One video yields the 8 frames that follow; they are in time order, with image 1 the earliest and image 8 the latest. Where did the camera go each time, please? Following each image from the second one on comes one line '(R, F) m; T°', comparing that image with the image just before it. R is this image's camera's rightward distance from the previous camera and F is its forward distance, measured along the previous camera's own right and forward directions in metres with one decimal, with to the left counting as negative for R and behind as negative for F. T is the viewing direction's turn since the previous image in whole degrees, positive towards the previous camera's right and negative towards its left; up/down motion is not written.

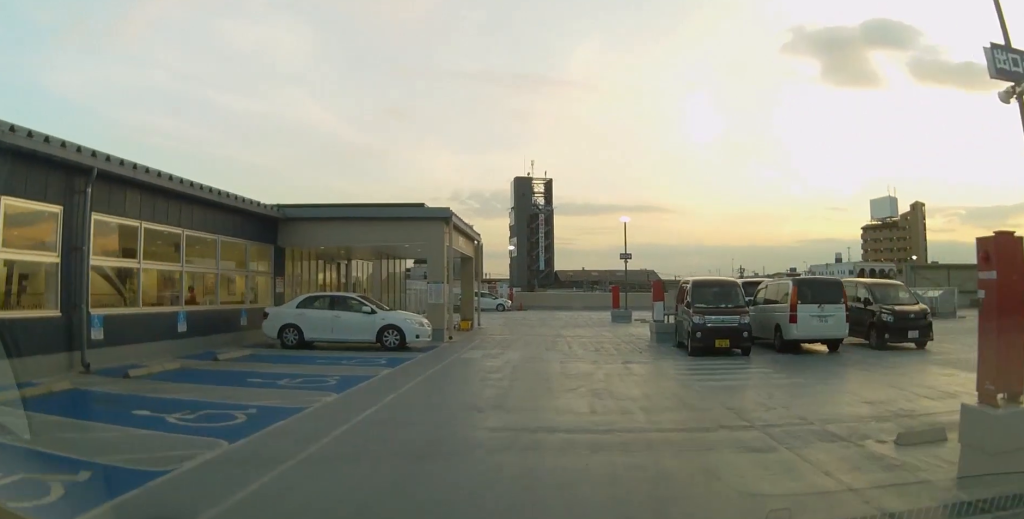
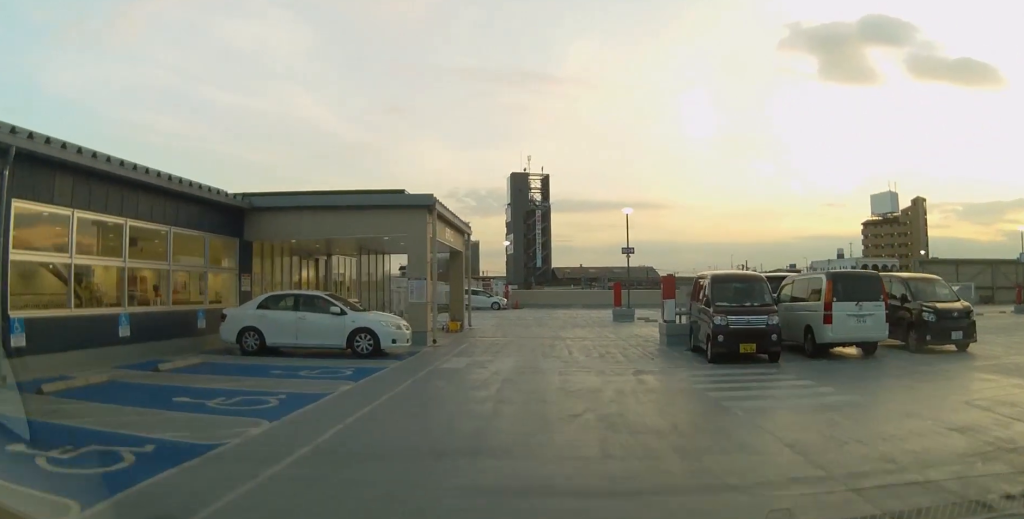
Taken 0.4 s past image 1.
(+0.1, +2.4) m; +2°
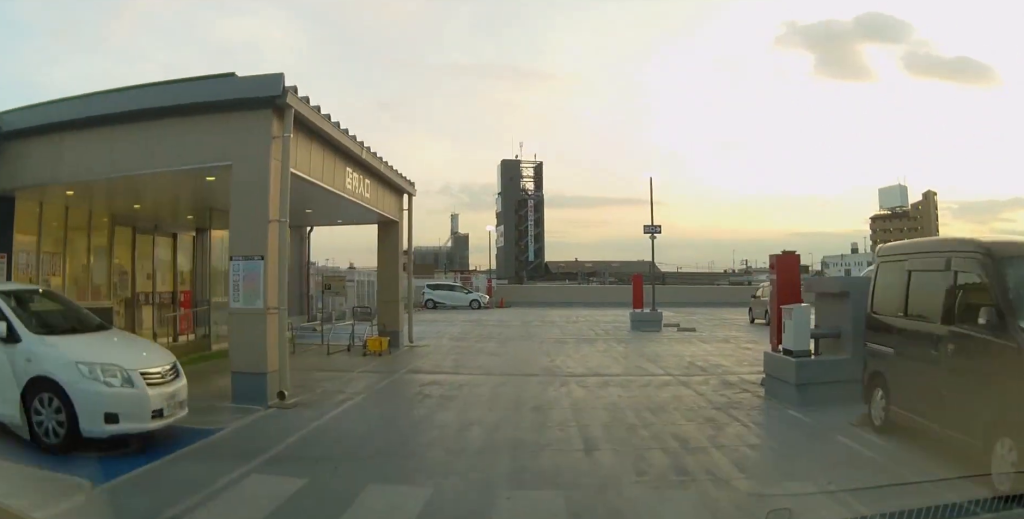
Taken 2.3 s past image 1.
(+0.9, +10.4) m; +5°
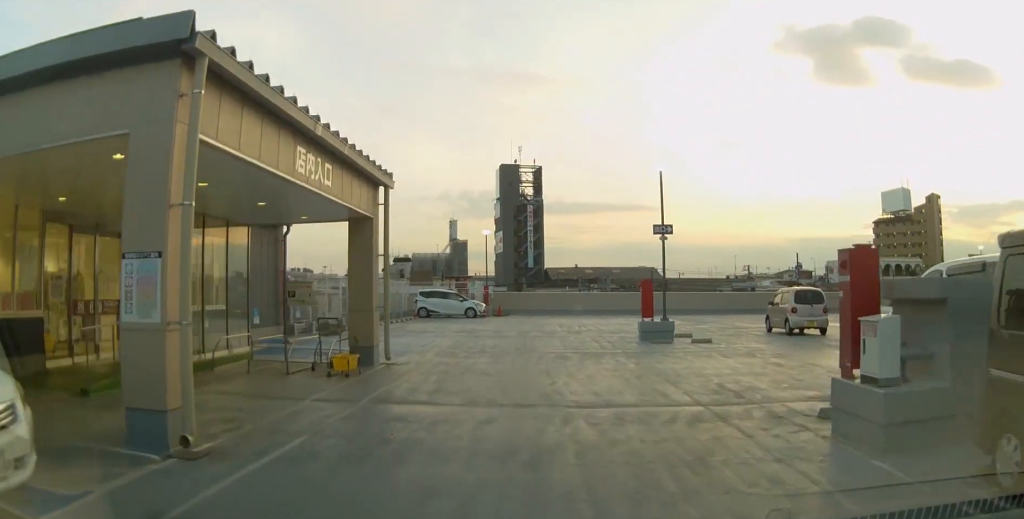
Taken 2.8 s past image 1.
(-0.1, +2.5) m; -1°
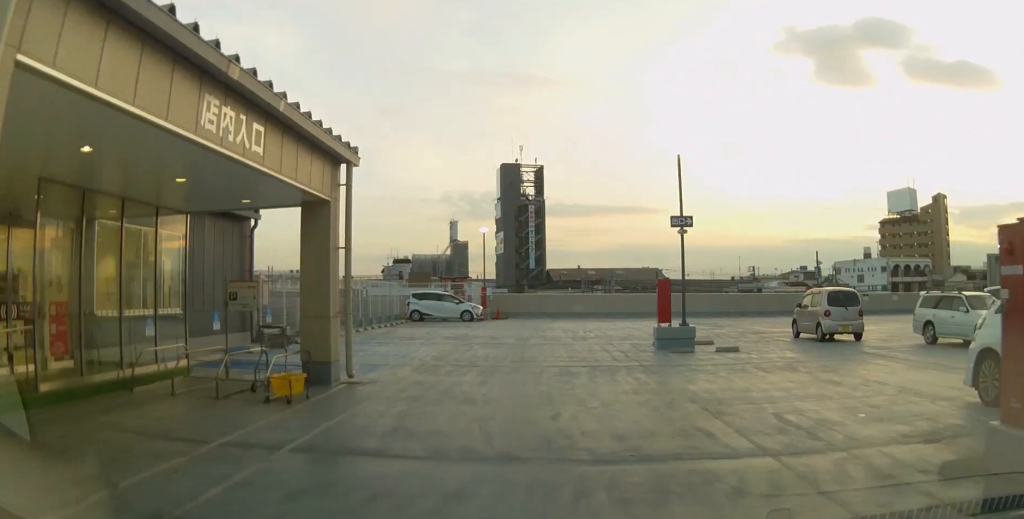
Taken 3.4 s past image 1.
(0.0, +3.0) m; -1°
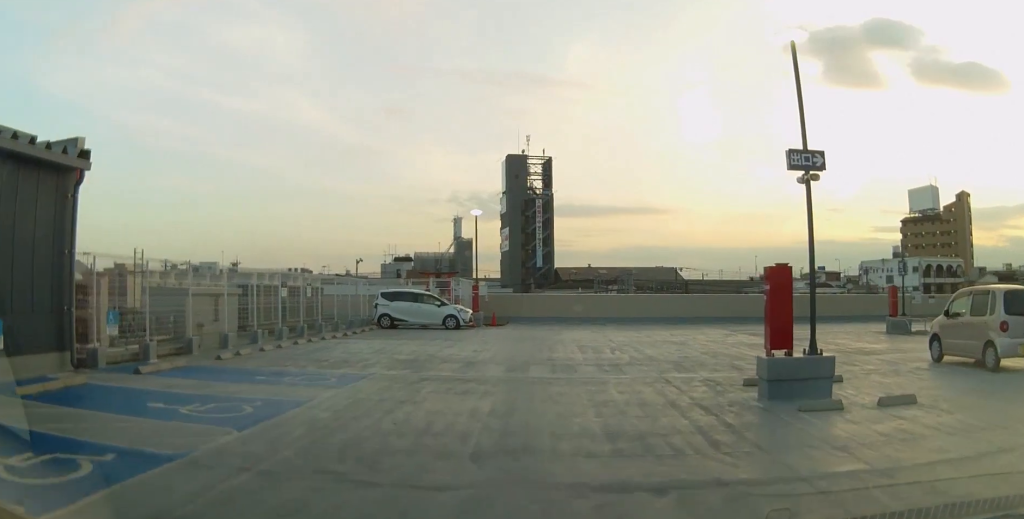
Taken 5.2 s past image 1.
(0.0, +9.2) m; -2°
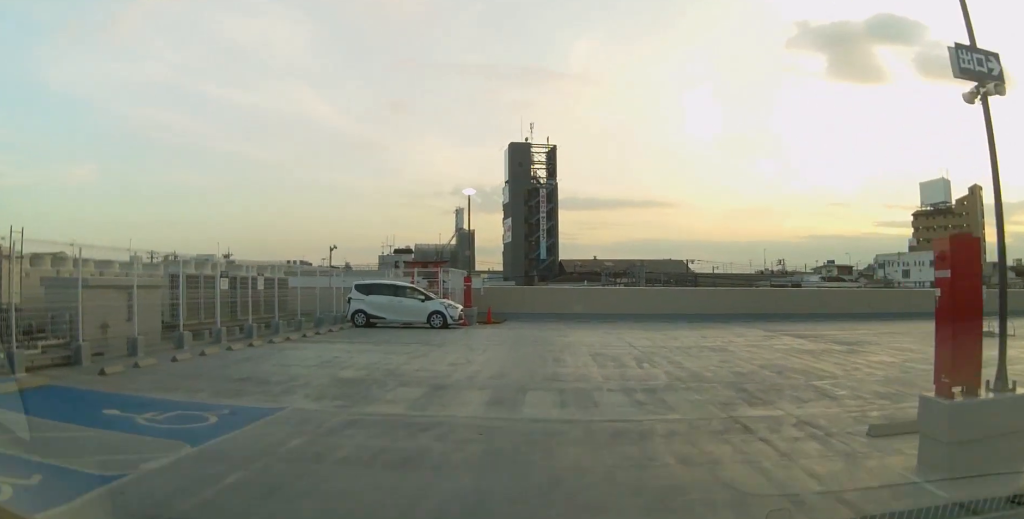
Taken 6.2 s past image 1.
(-0.2, +4.7) m; 0°
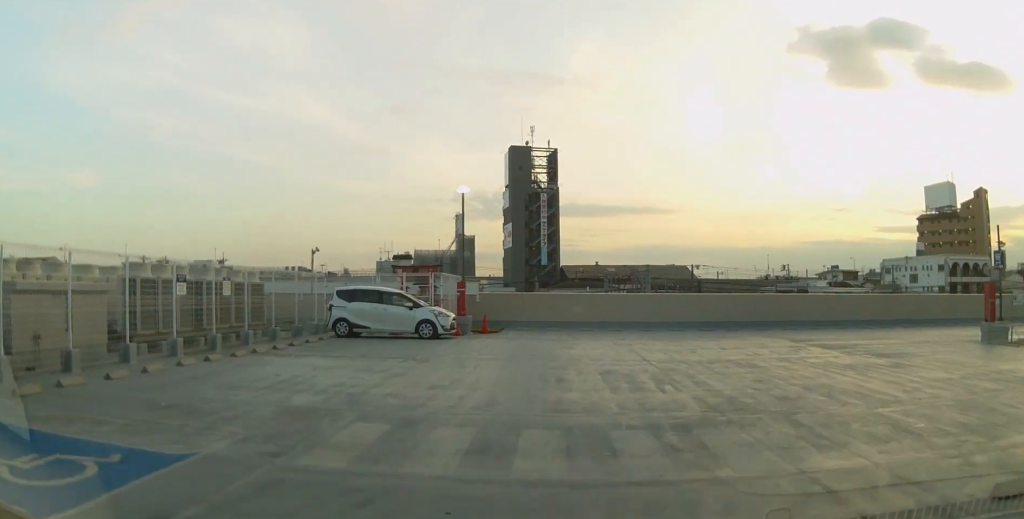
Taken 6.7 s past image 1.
(+0.1, +2.4) m; +3°
